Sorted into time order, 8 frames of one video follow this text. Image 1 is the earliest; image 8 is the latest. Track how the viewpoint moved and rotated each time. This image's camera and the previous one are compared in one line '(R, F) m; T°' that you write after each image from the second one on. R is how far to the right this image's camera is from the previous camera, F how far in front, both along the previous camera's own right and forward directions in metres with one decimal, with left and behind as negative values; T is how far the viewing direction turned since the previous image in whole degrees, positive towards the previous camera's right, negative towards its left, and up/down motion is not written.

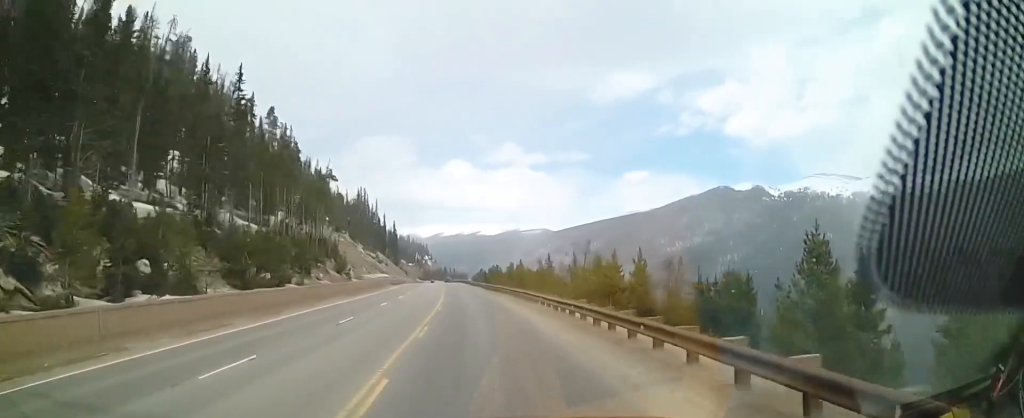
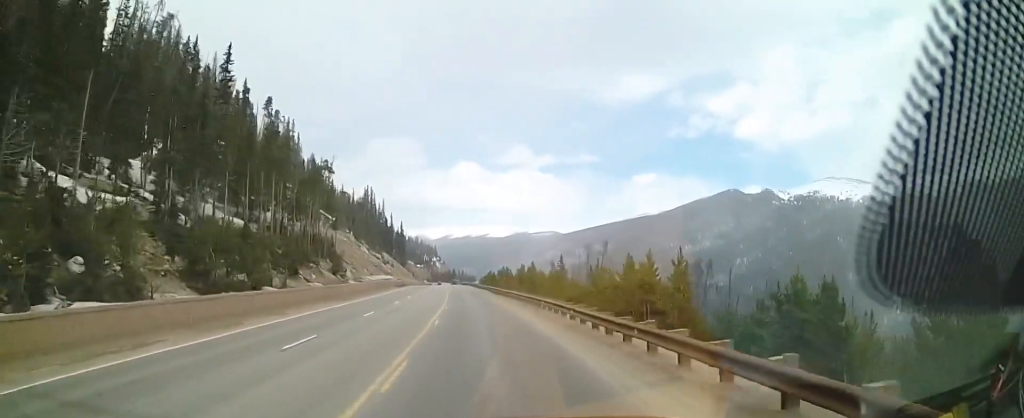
(+0.2, +7.1) m; 0°
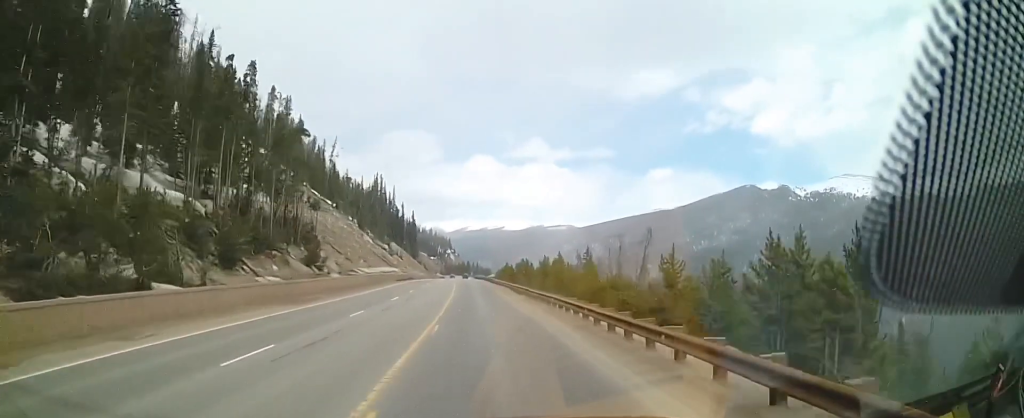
(-0.3, +16.9) m; -2°
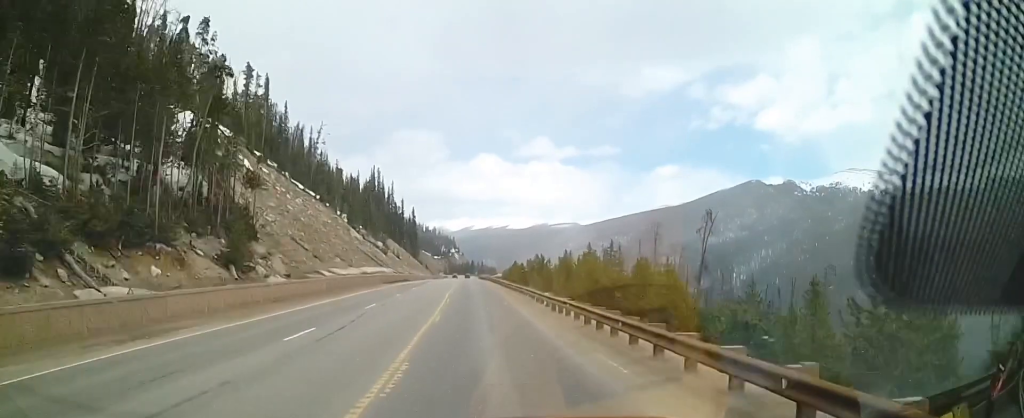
(-0.5, +20.2) m; -1°
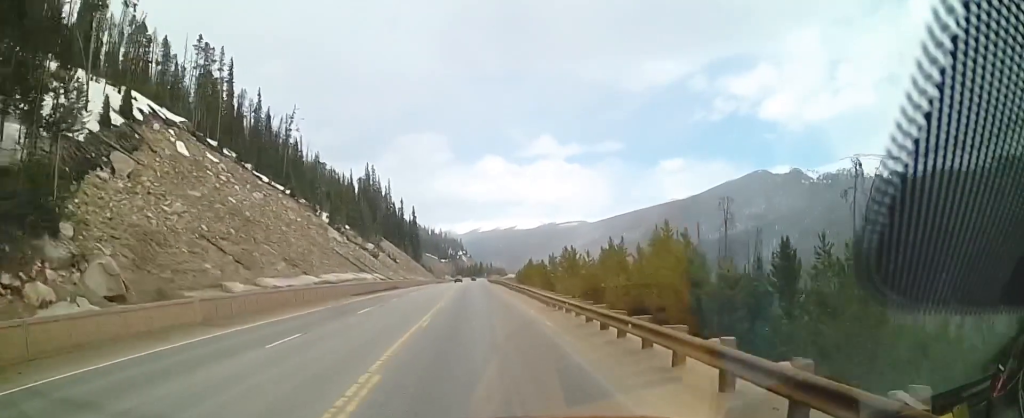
(+0.4, +25.5) m; +1°
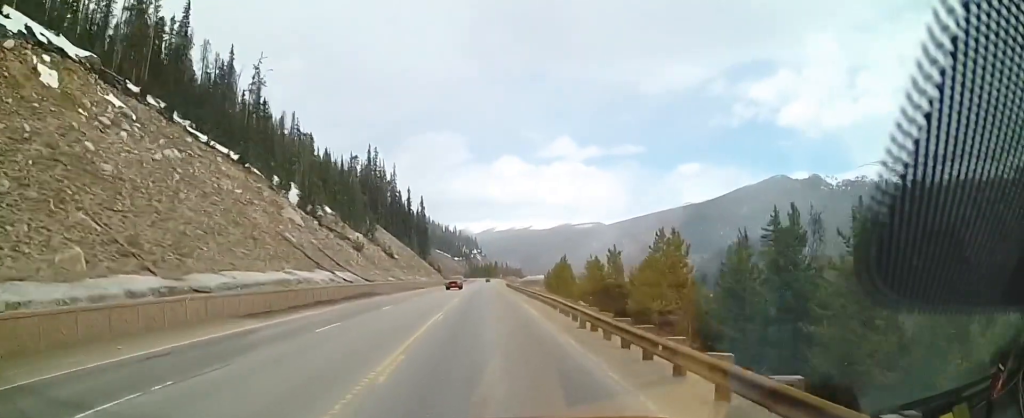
(0.0, +33.1) m; 0°
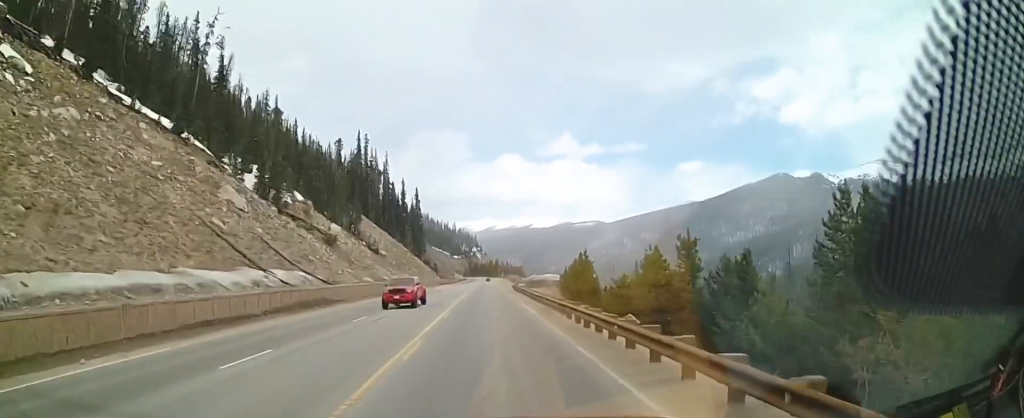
(-0.2, +19.9) m; +1°
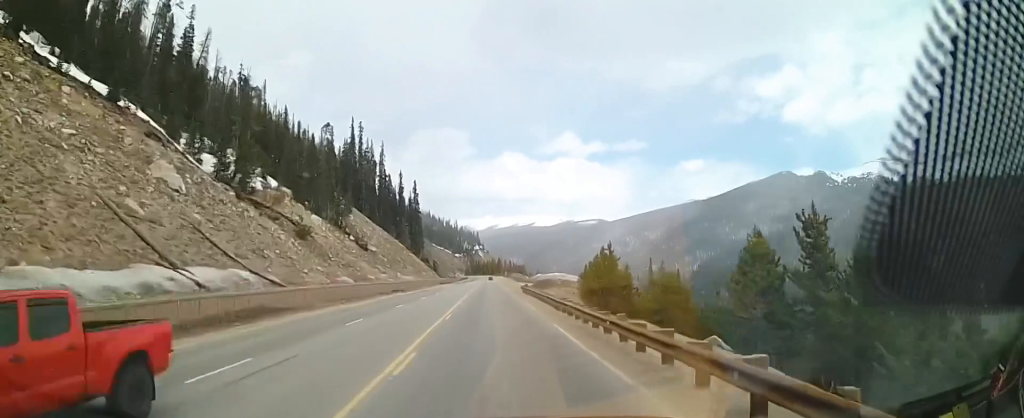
(+0.4, +14.1) m; 0°
